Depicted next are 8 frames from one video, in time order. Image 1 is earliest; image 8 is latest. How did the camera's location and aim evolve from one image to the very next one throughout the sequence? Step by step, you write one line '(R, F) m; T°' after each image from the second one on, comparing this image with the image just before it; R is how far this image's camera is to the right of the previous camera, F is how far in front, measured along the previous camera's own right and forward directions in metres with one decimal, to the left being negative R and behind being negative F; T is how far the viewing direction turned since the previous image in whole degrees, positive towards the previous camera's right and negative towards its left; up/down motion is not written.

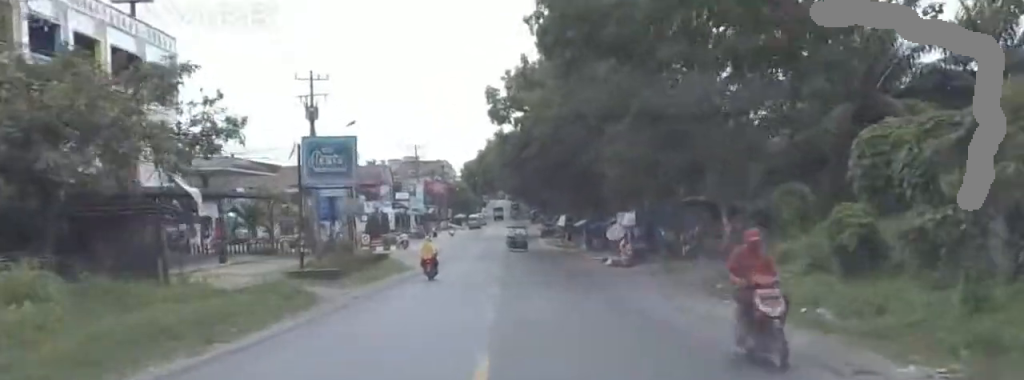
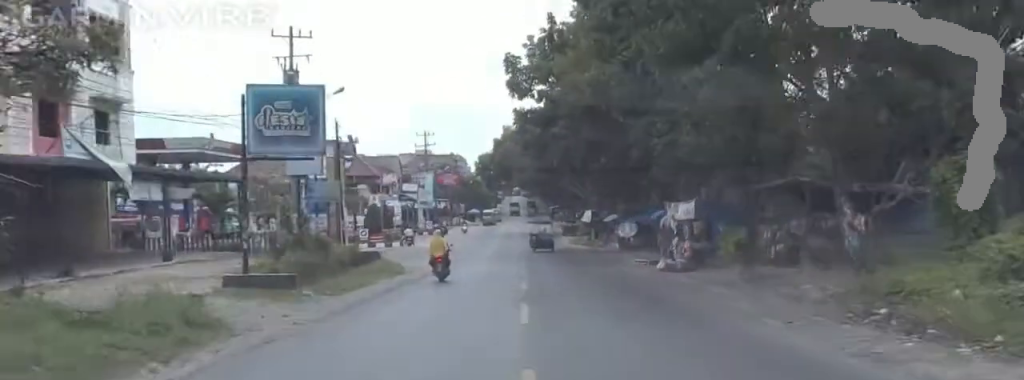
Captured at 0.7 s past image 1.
(-0.4, +9.2) m; -2°
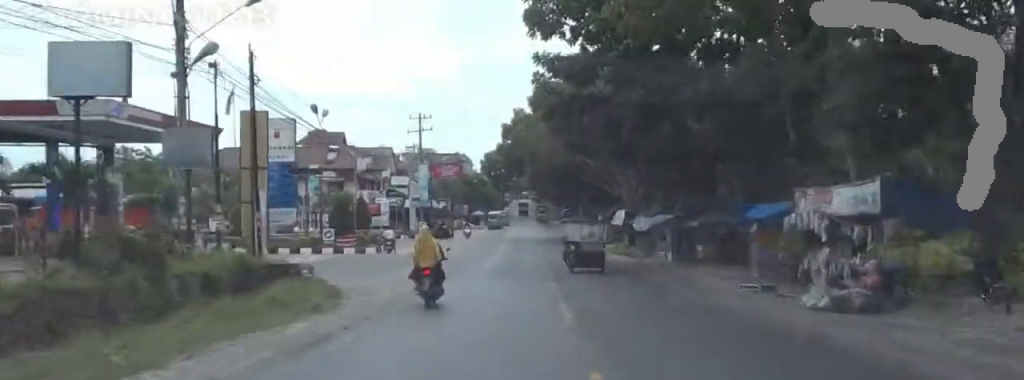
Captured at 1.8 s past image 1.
(-0.2, +16.0) m; +1°
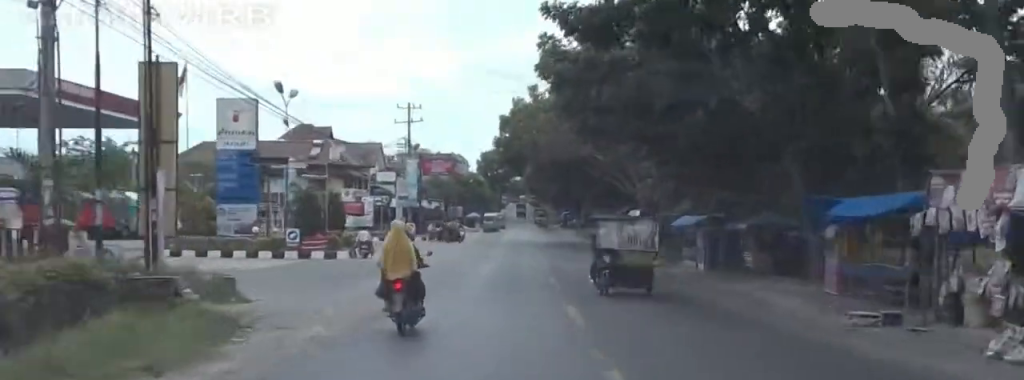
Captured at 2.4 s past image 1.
(+0.2, +7.7) m; +2°
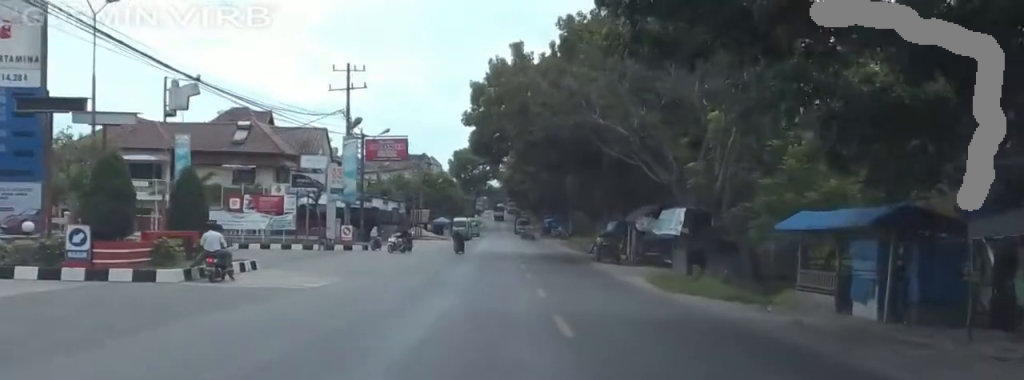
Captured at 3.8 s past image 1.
(+0.6, +19.5) m; +2°
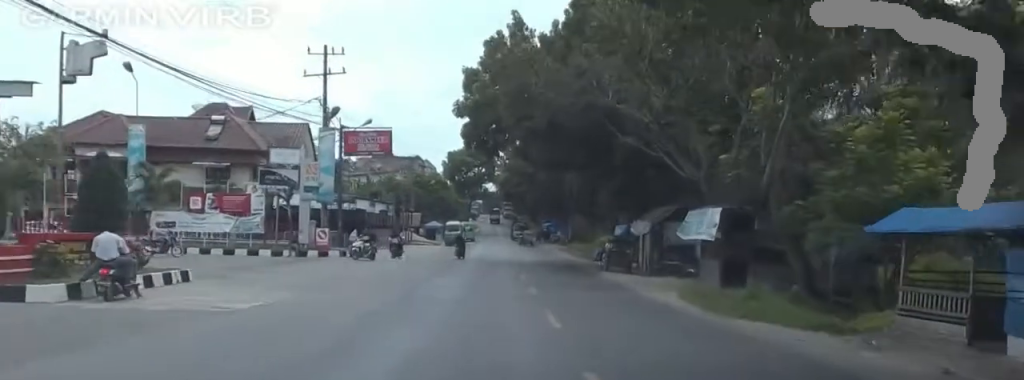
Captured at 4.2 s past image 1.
(0.0, +6.2) m; 0°
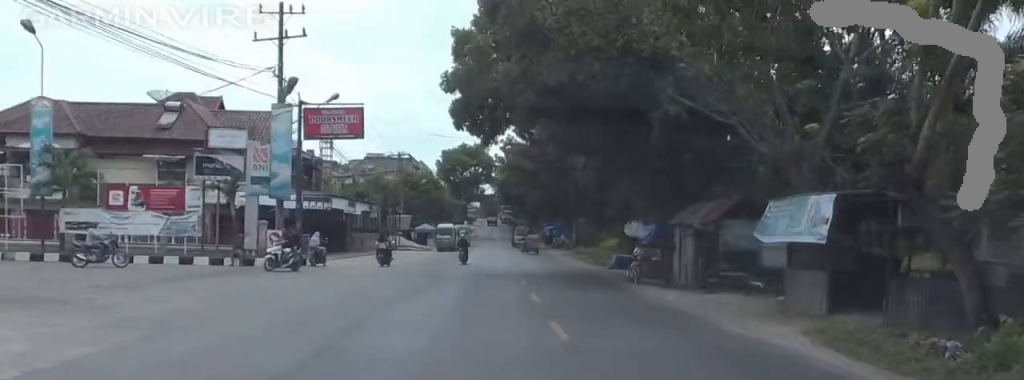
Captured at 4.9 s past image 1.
(0.0, +9.6) m; 0°
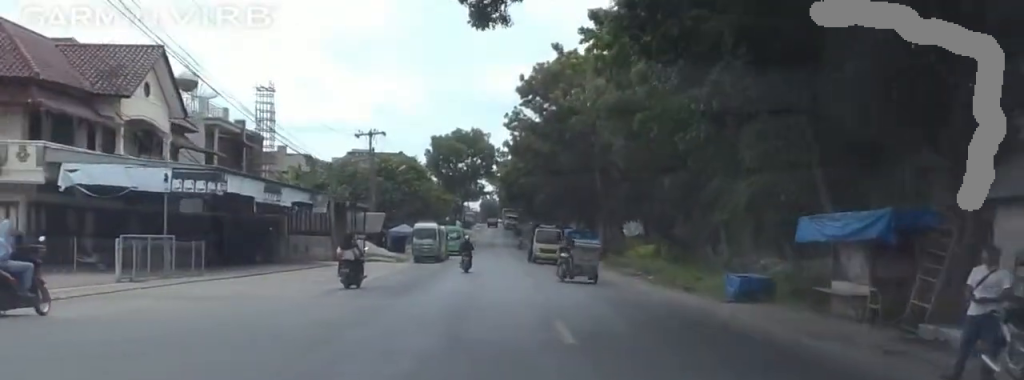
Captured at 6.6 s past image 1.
(0.0, +24.3) m; 0°
